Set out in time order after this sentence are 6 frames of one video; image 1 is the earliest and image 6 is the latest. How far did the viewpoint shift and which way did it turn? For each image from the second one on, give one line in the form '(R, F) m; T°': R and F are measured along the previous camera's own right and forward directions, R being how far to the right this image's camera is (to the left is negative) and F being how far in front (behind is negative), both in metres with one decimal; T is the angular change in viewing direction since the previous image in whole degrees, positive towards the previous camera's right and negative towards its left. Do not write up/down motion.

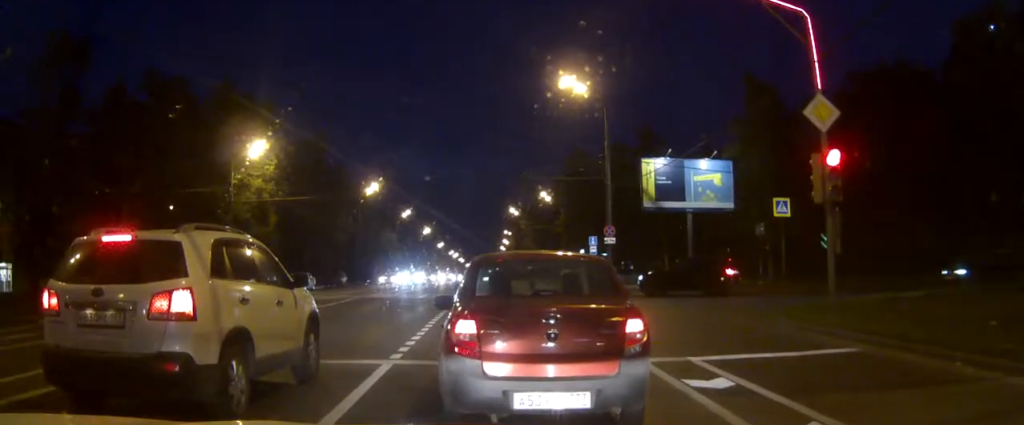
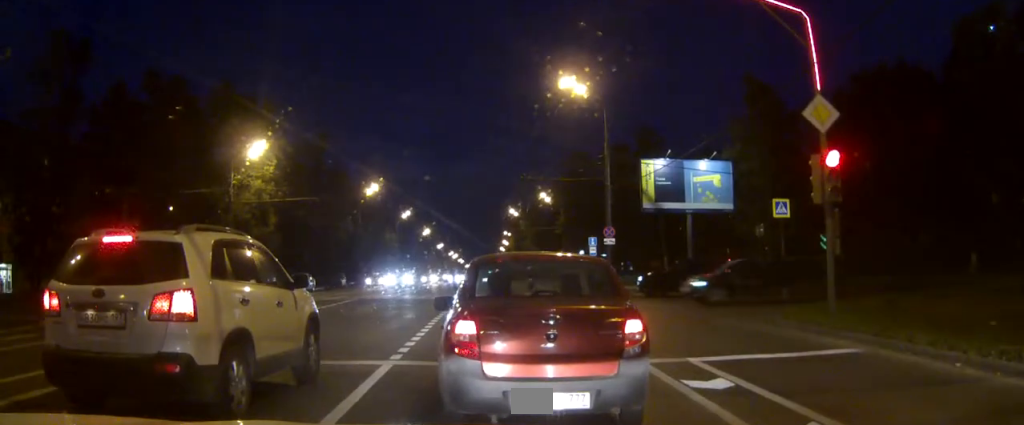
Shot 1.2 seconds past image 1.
(+0.2, +0.2) m; 0°
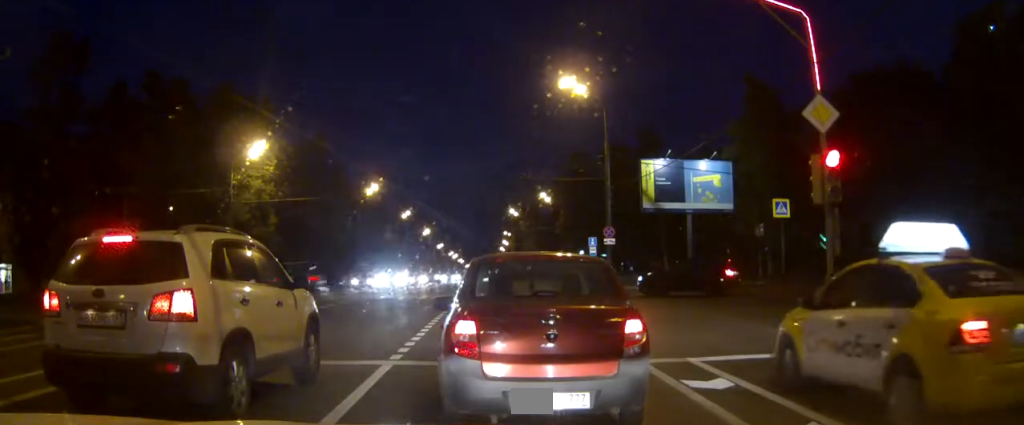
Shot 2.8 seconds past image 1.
(0.0, 0.0) m; 0°
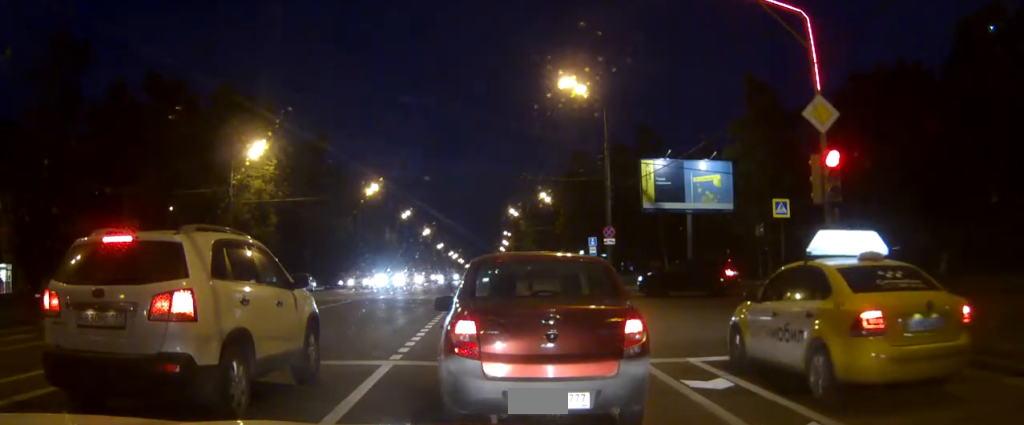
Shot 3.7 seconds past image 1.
(0.0, 0.0) m; 0°
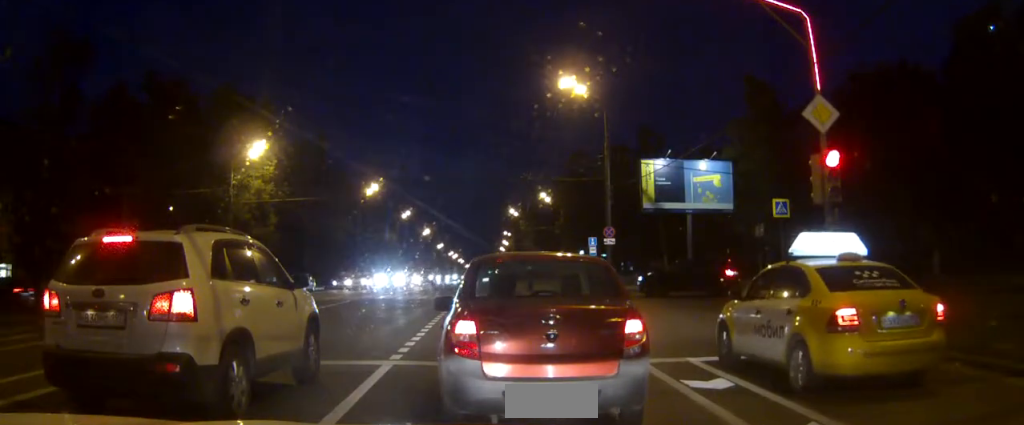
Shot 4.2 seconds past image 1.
(0.0, 0.0) m; 0°
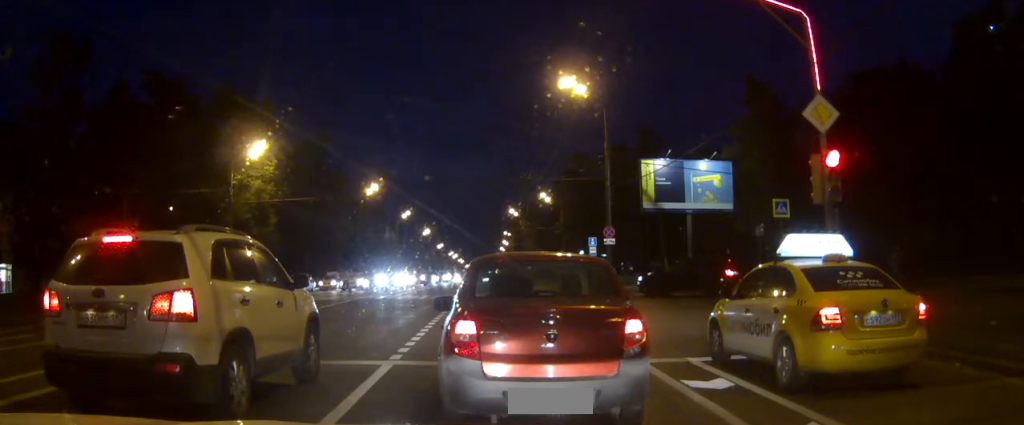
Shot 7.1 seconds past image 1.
(-0.1, +0.2) m; 0°
